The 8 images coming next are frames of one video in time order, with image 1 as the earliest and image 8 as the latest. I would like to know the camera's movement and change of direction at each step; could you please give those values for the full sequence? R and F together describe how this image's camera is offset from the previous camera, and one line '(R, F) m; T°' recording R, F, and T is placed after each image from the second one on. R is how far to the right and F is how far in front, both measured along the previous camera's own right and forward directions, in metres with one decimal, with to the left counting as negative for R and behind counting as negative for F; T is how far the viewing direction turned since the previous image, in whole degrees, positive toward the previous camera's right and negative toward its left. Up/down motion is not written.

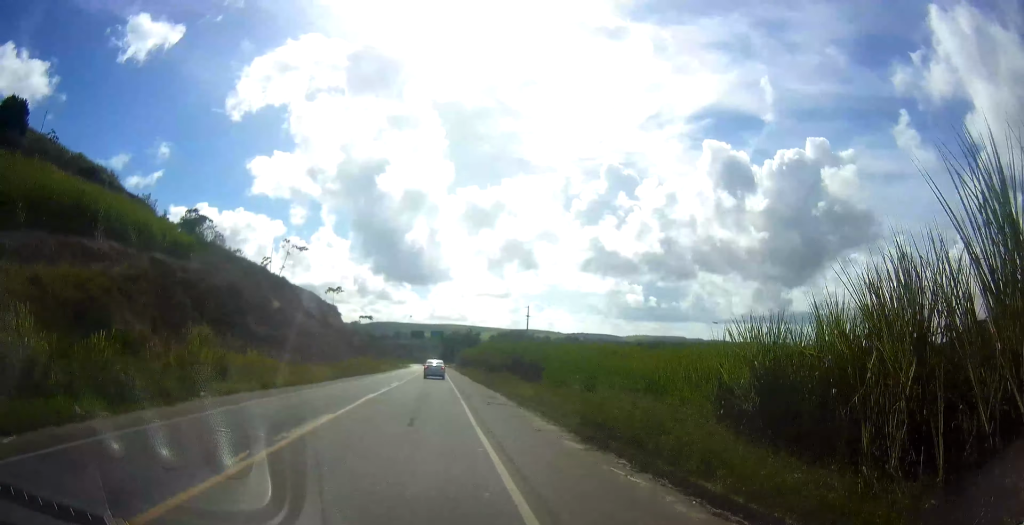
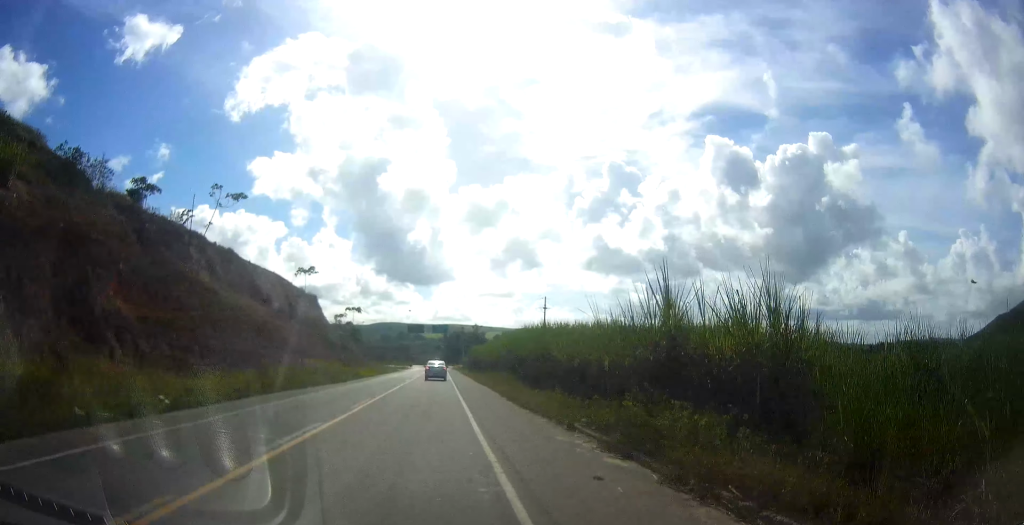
(+0.1, +24.8) m; -1°
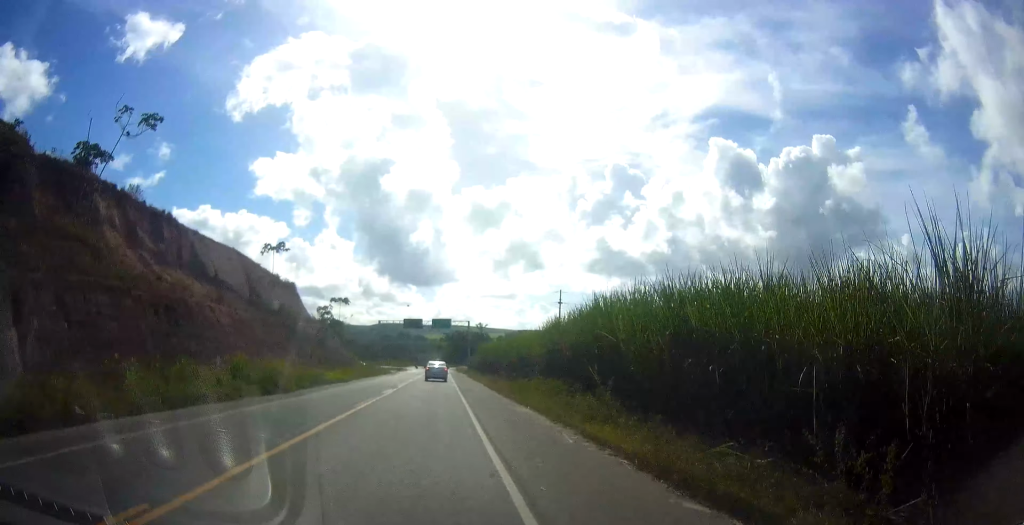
(-0.4, +17.9) m; 0°
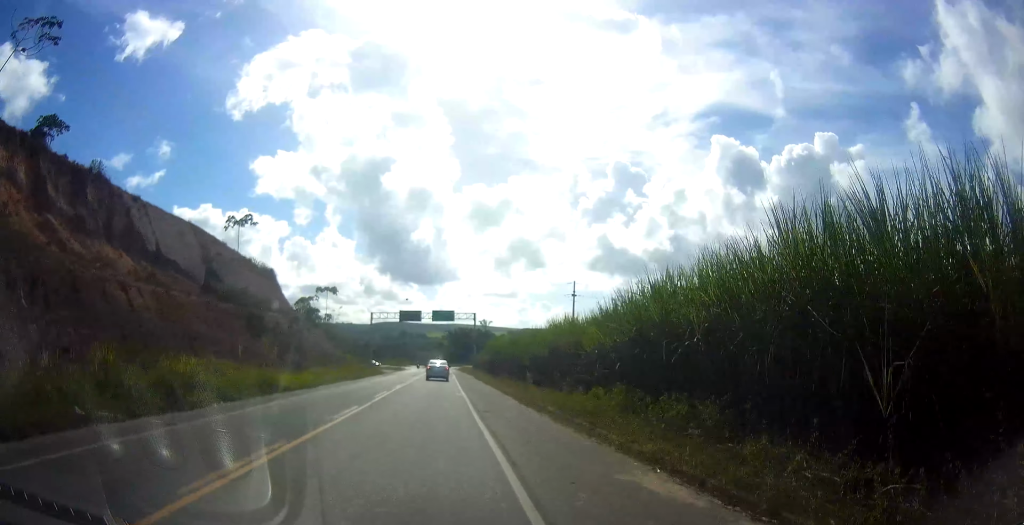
(+0.1, +13.1) m; 0°
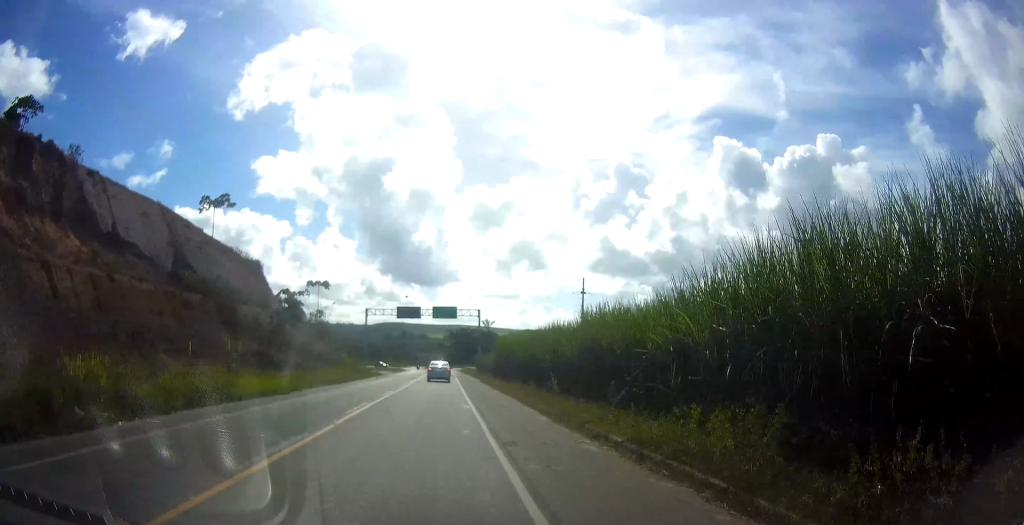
(+0.1, +7.2) m; 0°
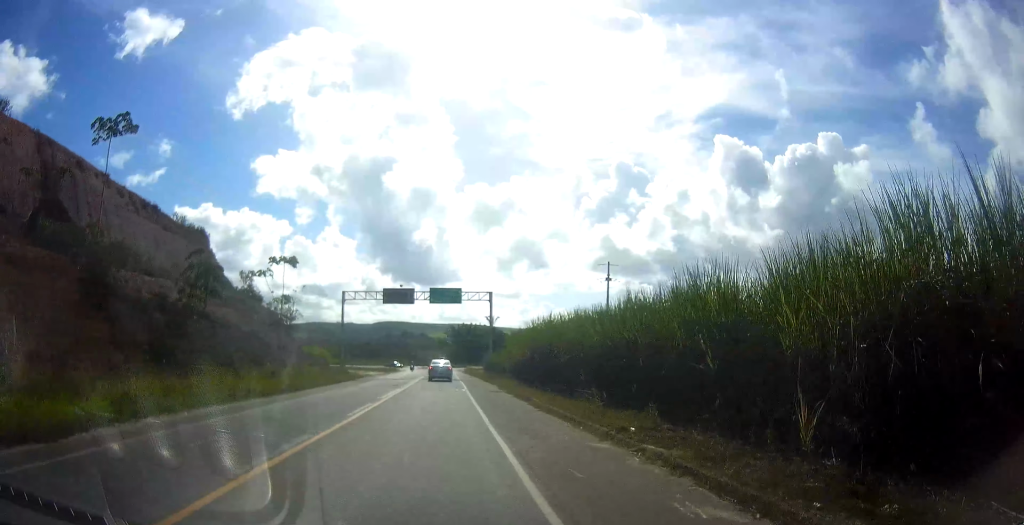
(+0.1, +18.3) m; 0°
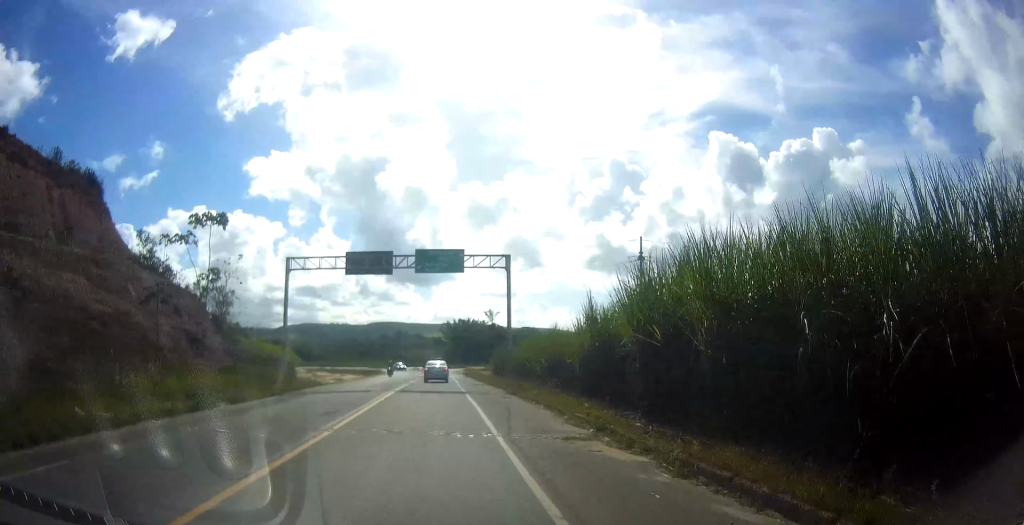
(0.0, +20.3) m; 0°
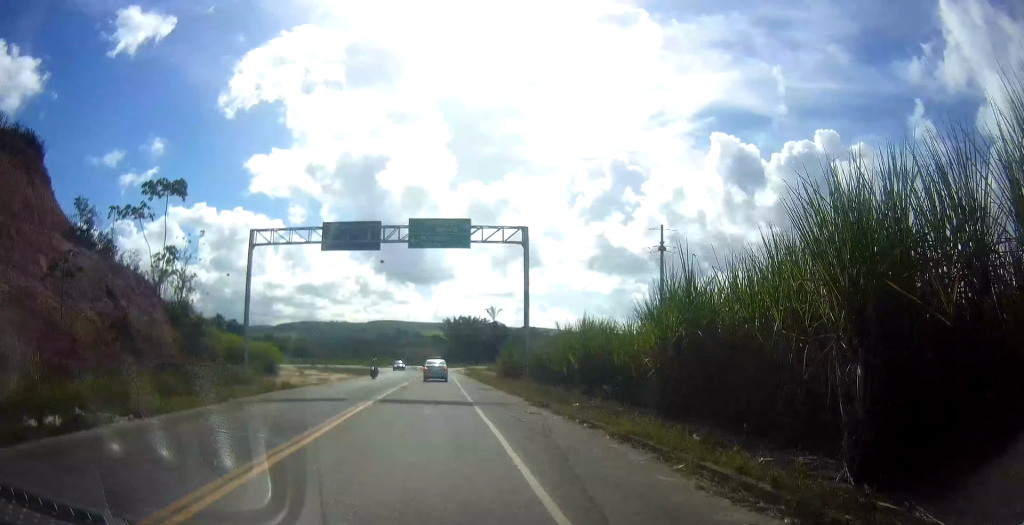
(0.0, +8.2) m; 0°
